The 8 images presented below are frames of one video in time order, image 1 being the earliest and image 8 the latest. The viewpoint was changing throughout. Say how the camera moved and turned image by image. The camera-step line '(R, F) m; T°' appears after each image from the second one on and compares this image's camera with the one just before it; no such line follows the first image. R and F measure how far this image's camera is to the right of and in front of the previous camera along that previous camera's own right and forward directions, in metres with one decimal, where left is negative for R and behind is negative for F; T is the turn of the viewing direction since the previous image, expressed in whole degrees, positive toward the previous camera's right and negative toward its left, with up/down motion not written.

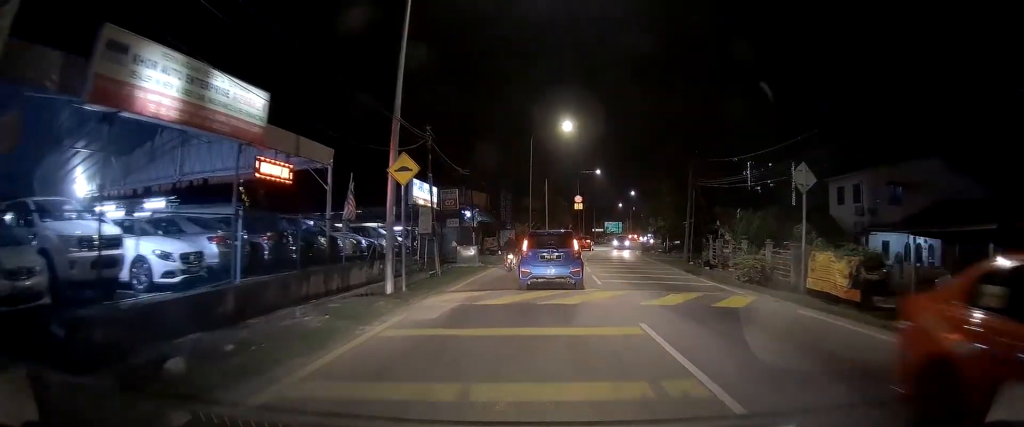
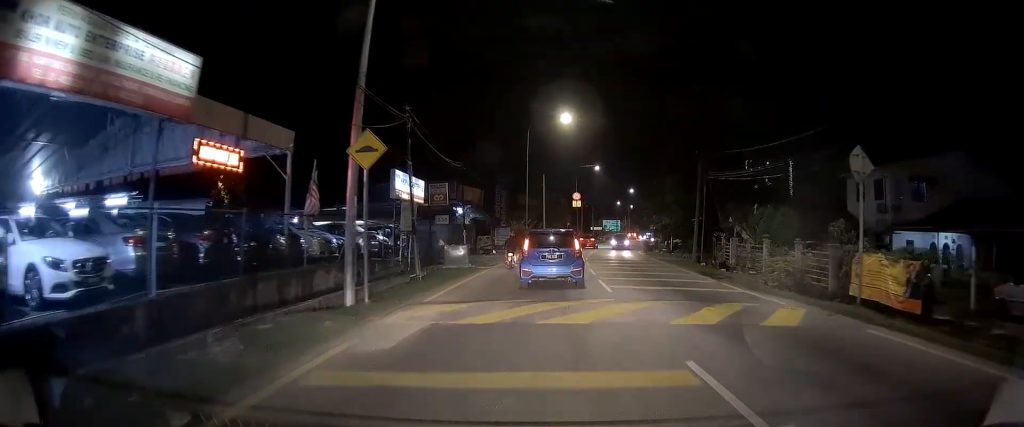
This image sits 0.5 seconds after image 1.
(0.0, +3.0) m; 0°
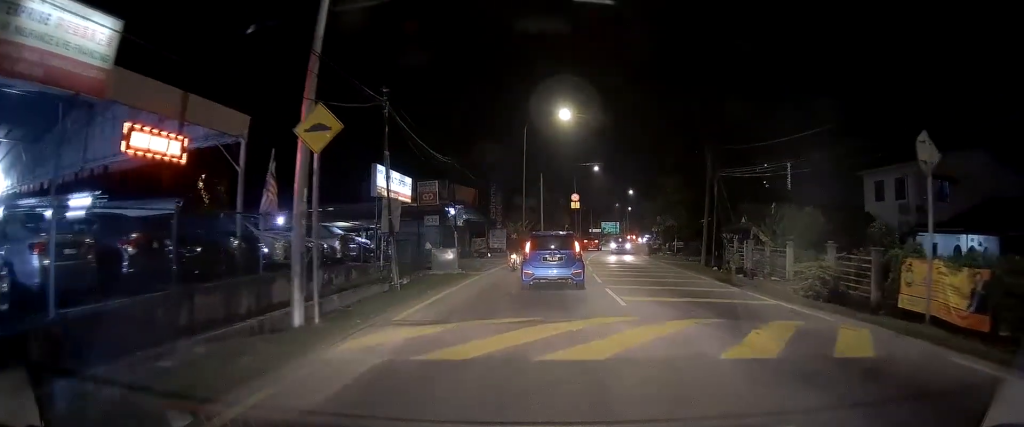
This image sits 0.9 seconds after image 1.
(+0.1, +2.7) m; 0°
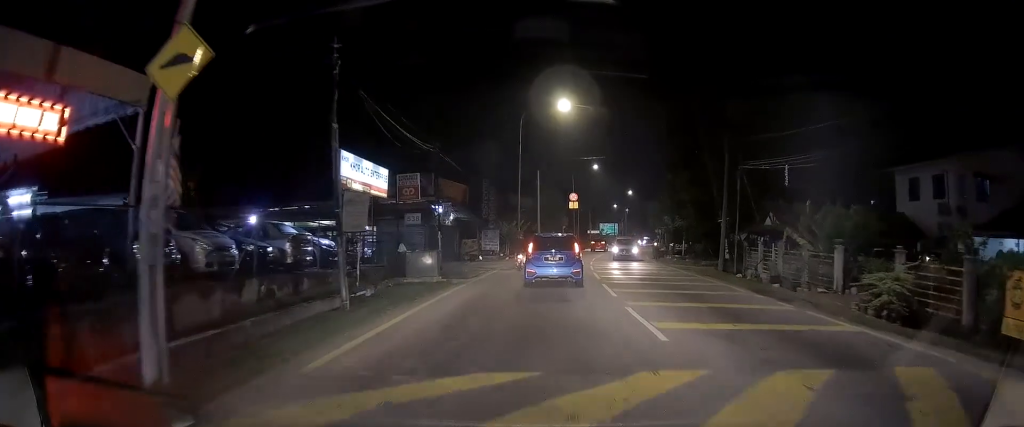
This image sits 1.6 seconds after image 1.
(0.0, +4.4) m; +1°
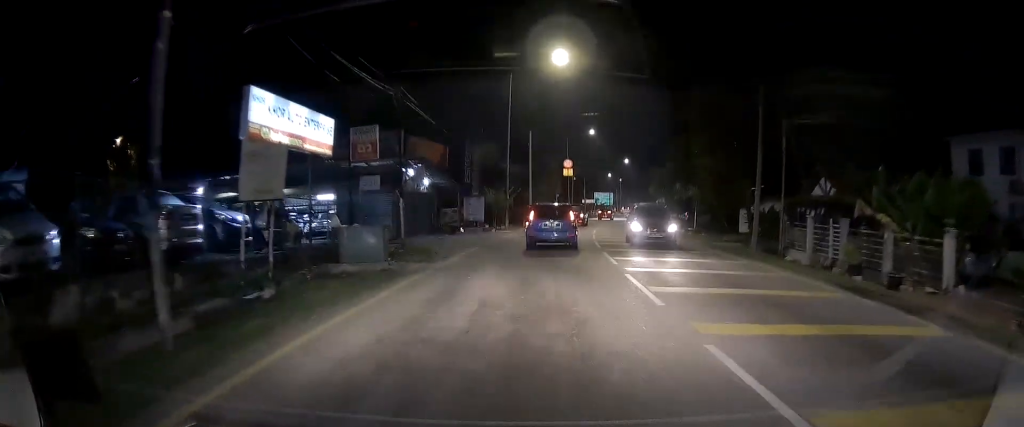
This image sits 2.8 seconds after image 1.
(+0.1, +6.5) m; +1°
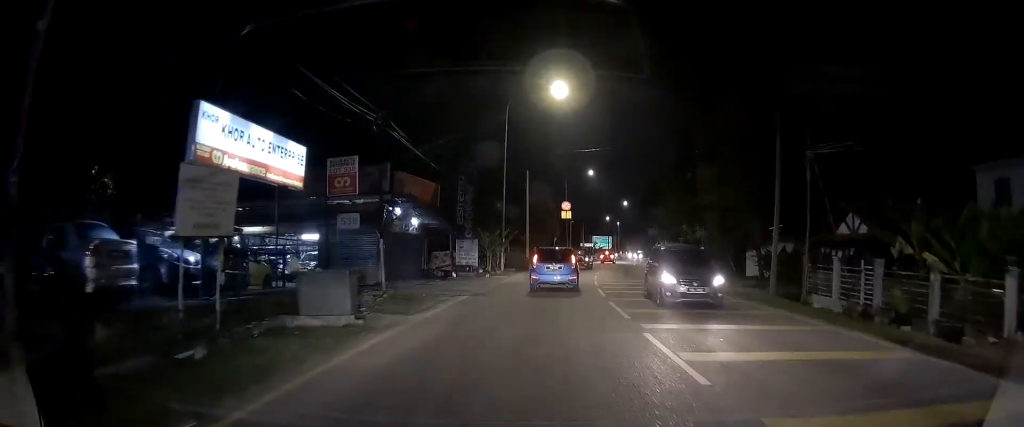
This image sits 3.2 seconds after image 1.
(+0.2, +2.4) m; 0°
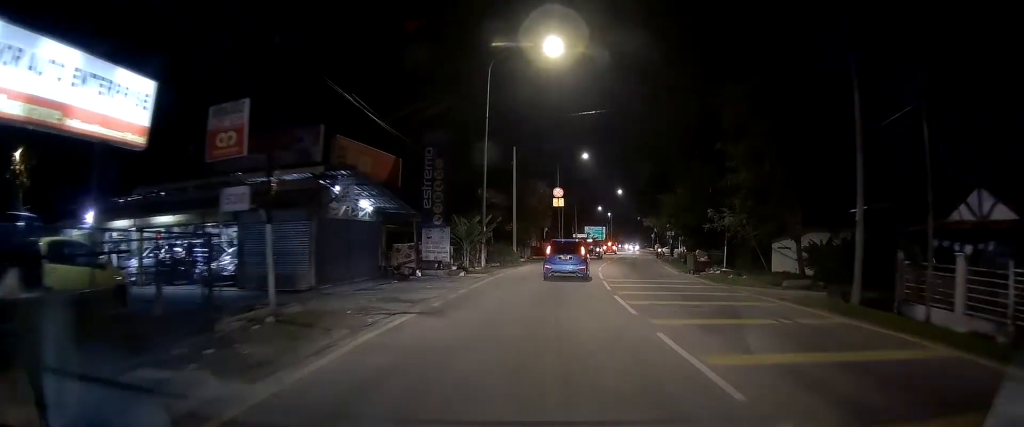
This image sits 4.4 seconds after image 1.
(-0.5, +7.2) m; -1°
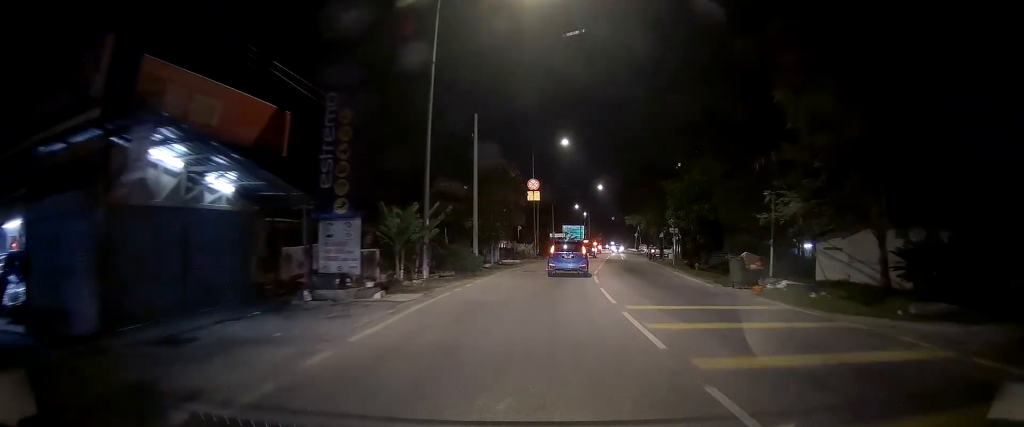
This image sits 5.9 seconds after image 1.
(+0.4, +9.7) m; +3°
